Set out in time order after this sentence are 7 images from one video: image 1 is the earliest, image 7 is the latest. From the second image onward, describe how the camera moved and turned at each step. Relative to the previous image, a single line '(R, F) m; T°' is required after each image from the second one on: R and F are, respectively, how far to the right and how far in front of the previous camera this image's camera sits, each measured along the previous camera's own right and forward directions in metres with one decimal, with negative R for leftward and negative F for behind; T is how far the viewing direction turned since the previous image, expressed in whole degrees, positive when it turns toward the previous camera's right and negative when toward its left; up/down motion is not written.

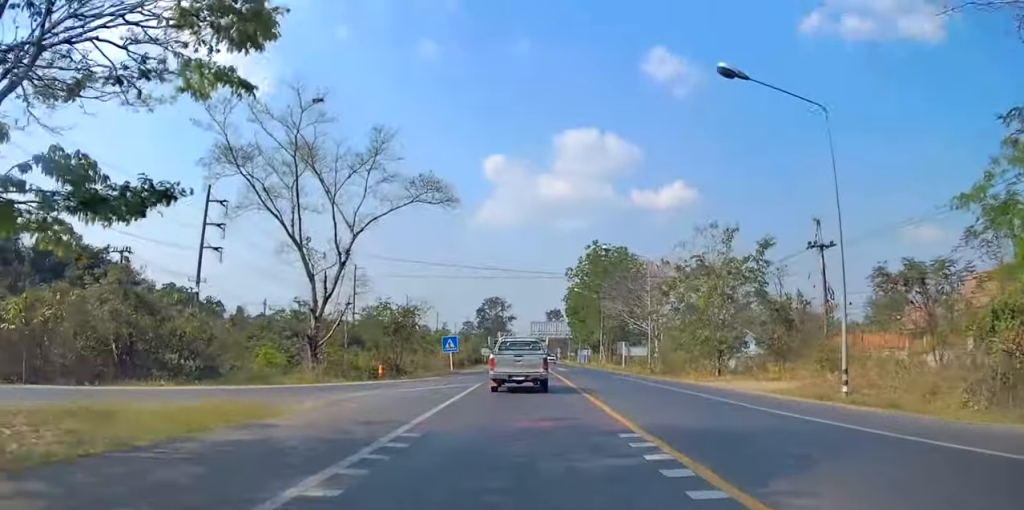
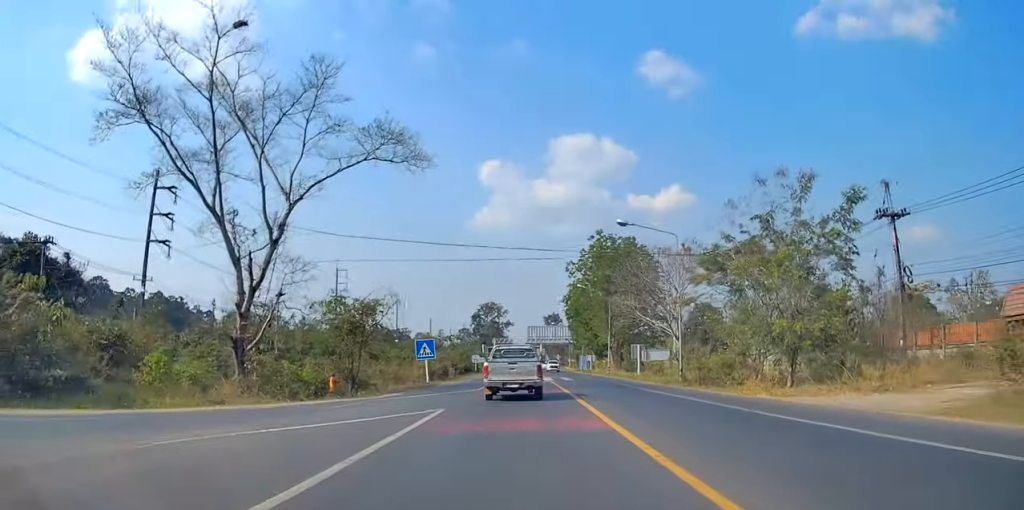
(0.0, +9.9) m; 0°
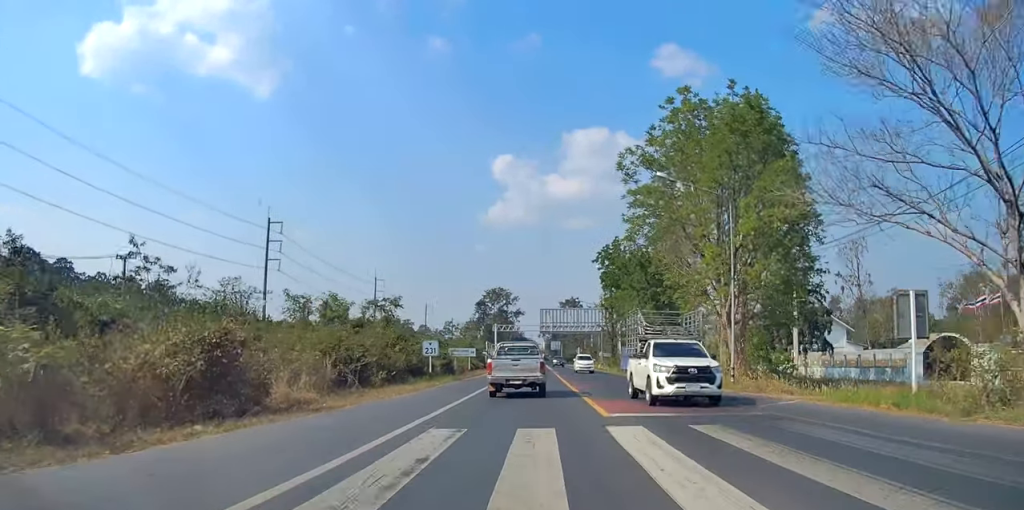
(+1.9, +39.3) m; +4°
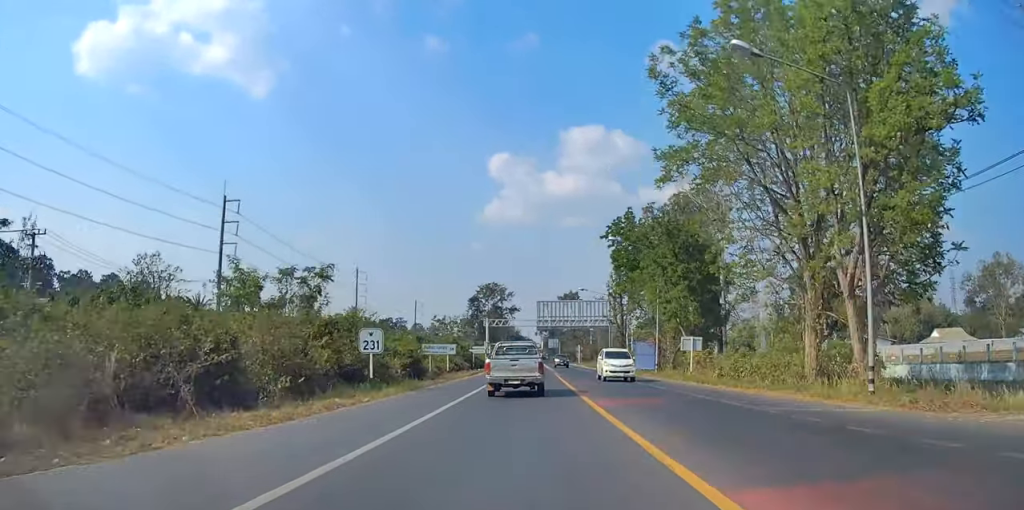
(-0.6, +13.0) m; -2°
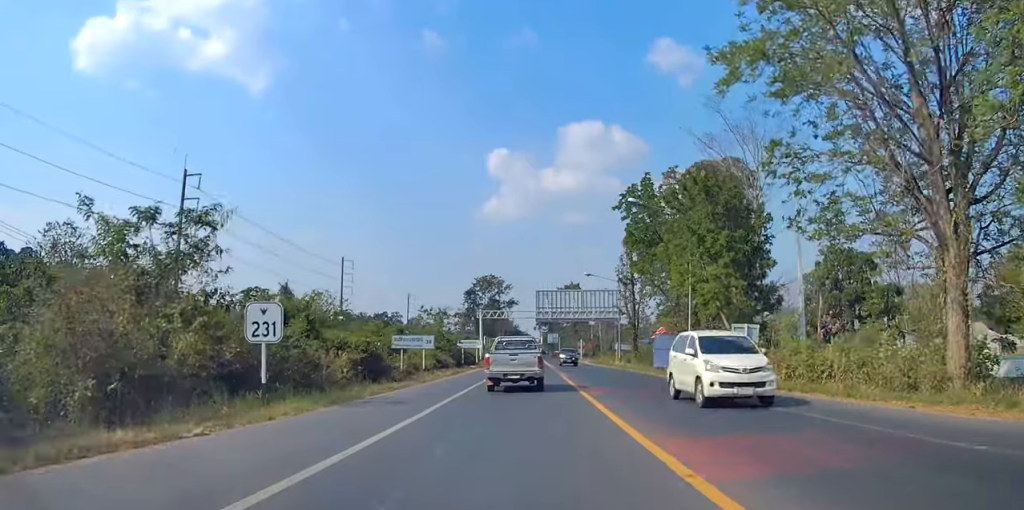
(-0.1, +9.4) m; -1°
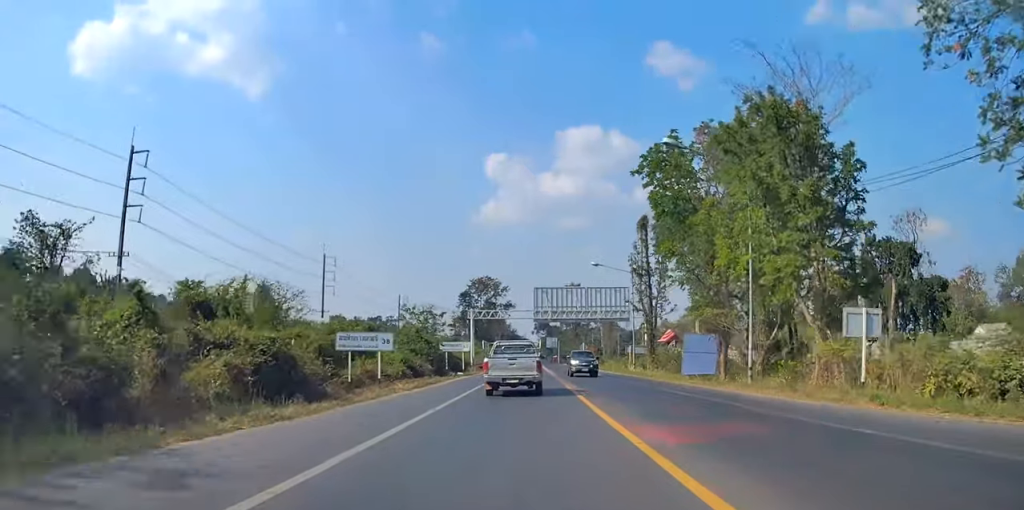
(0.0, +9.8) m; 0°
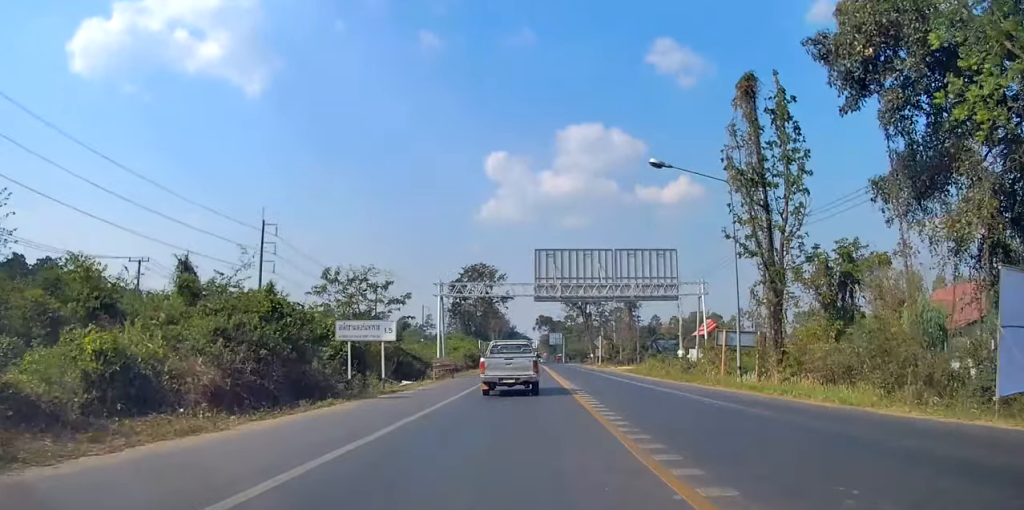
(0.0, +28.4) m; +1°
